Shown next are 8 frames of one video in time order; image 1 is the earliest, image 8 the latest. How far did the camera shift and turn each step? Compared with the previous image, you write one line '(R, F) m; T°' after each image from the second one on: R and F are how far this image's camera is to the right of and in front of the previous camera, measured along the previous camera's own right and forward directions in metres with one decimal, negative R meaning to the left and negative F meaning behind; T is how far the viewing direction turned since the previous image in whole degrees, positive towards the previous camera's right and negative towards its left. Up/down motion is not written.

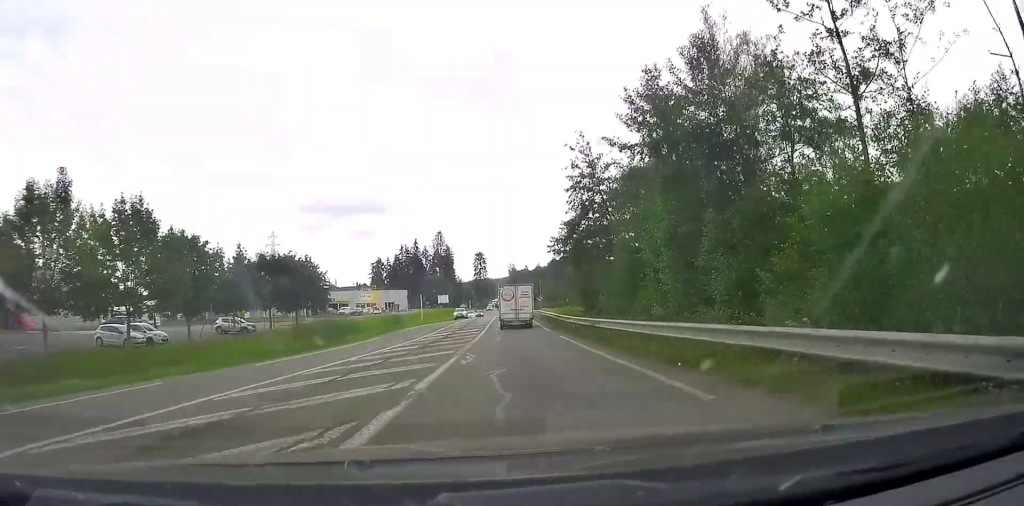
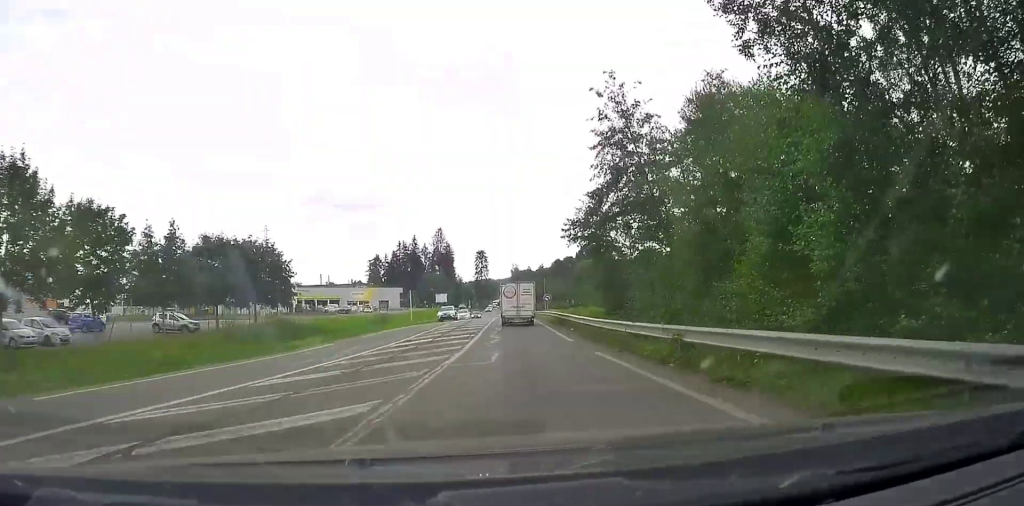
(-0.2, +11.7) m; -1°
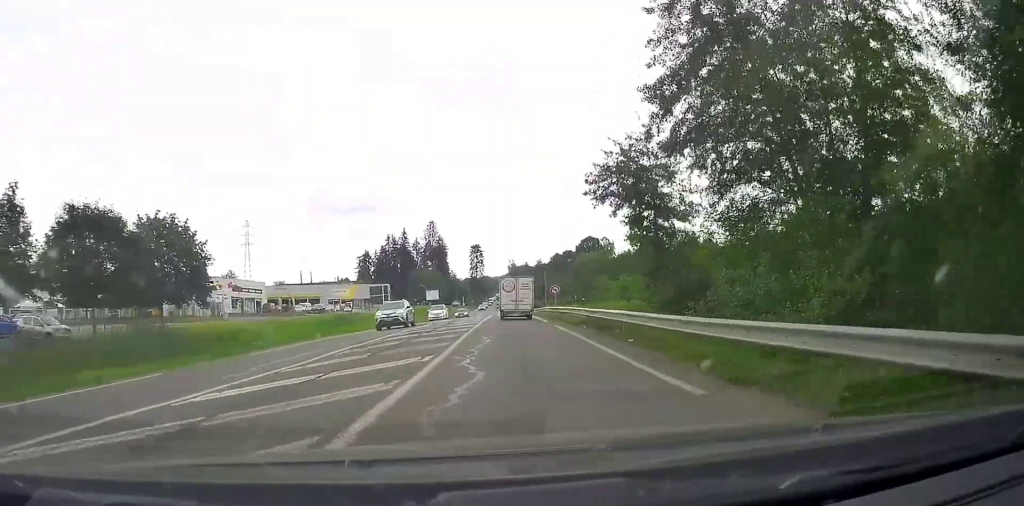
(+0.2, +16.1) m; +2°
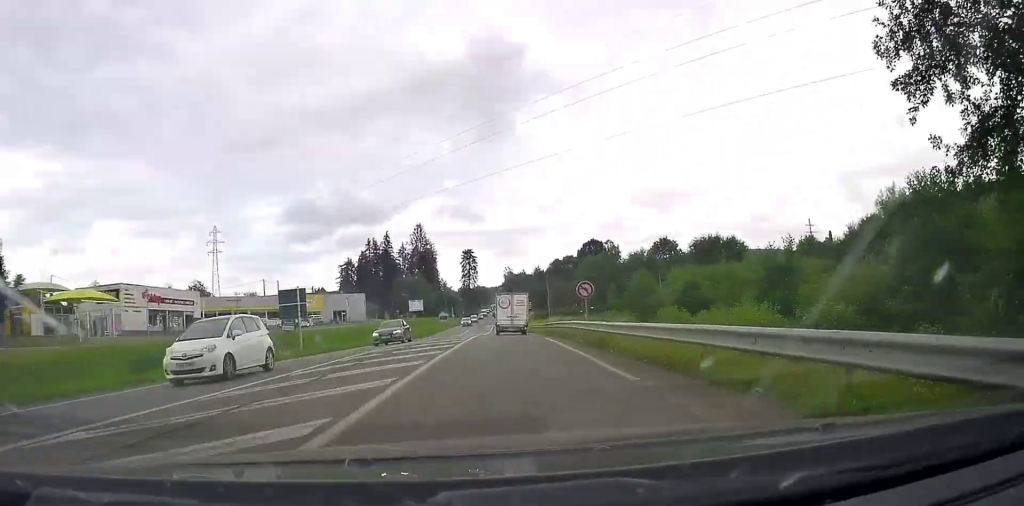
(0.0, +25.4) m; 0°
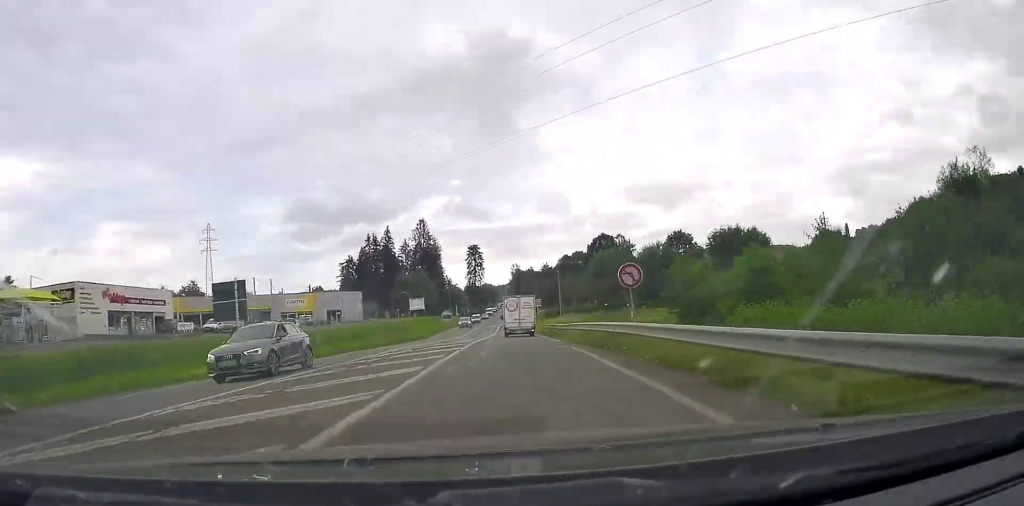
(+0.1, +10.4) m; 0°
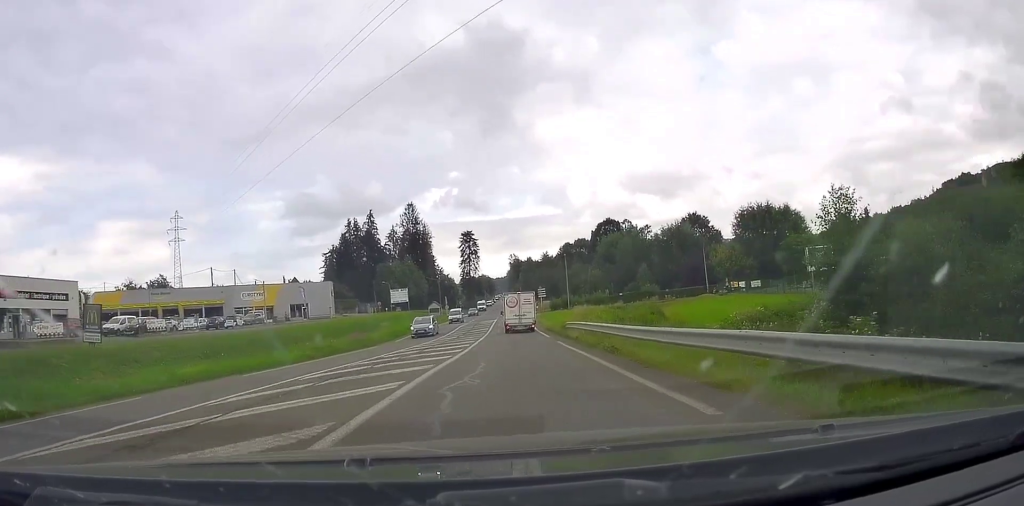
(+0.2, +20.7) m; +1°
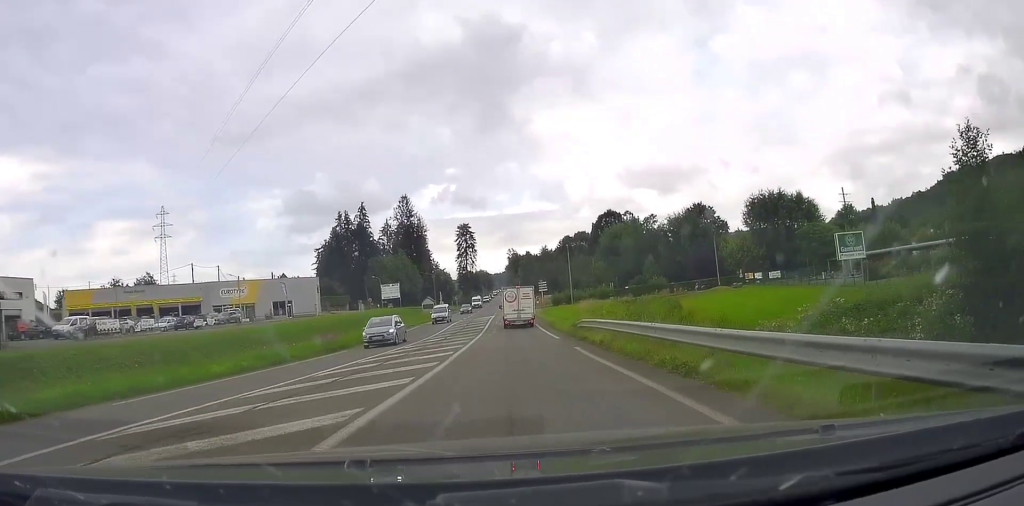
(0.0, +7.4) m; 0°
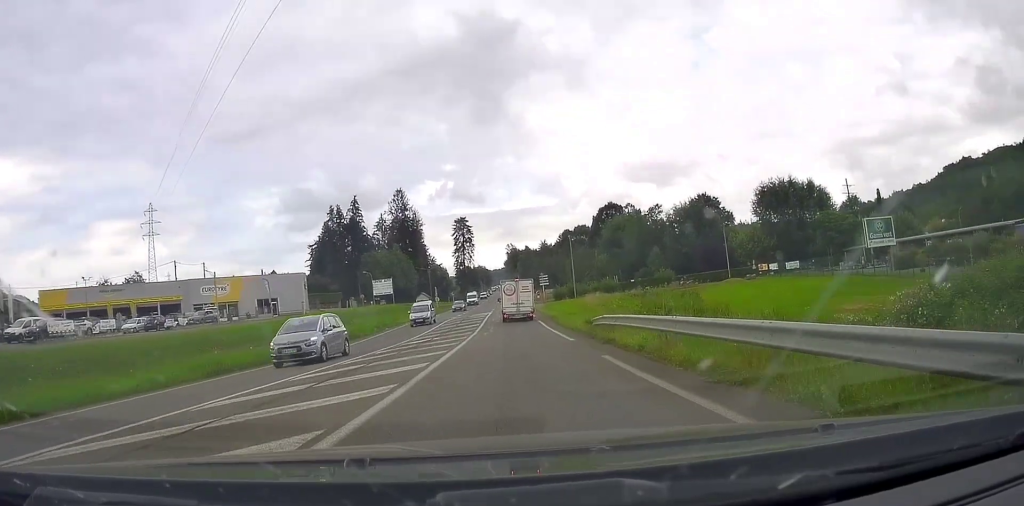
(+0.2, +6.1) m; -1°
